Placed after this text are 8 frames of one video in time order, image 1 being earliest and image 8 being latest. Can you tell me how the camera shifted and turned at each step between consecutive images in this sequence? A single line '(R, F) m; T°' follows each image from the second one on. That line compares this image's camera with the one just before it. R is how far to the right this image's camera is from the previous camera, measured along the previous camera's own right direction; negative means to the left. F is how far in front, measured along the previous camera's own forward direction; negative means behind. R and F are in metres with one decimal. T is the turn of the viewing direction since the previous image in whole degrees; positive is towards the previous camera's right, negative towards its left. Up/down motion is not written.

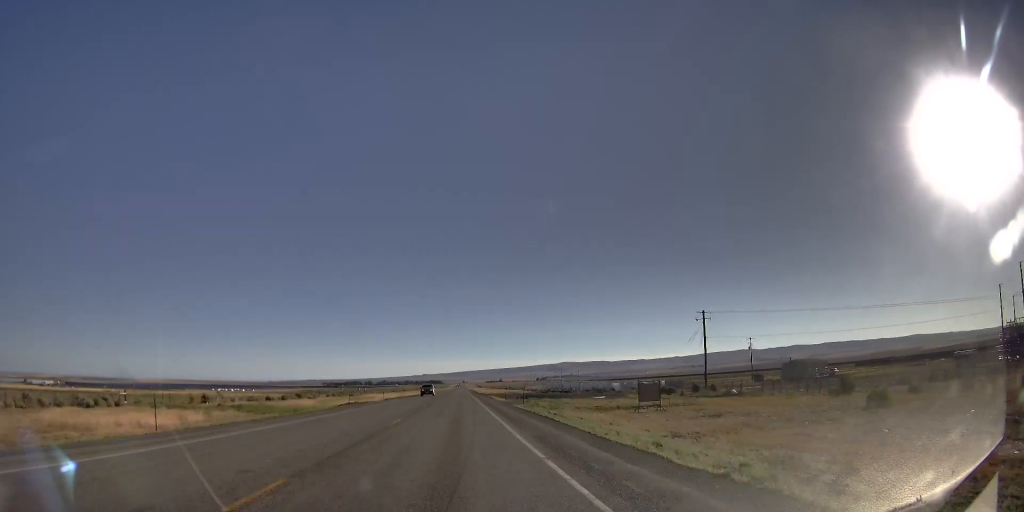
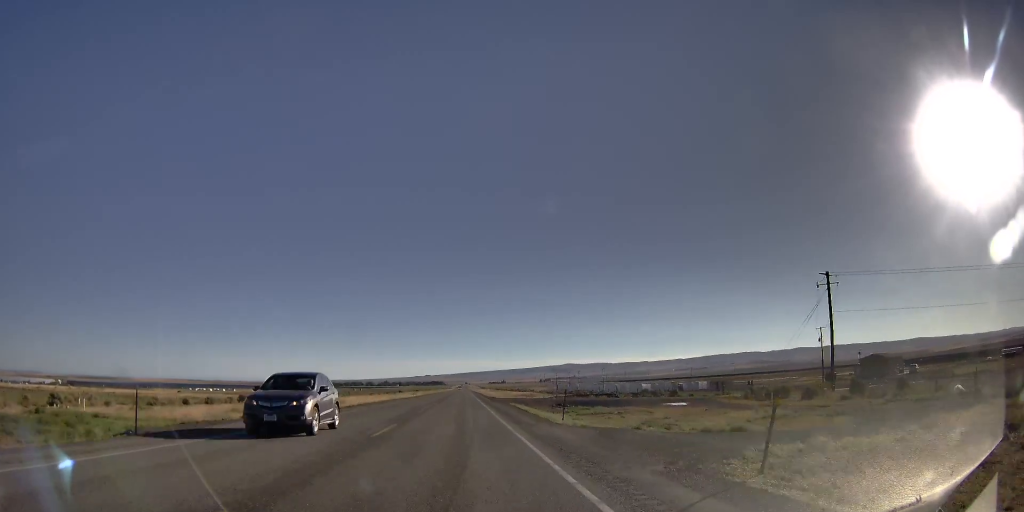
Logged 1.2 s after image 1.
(-0.3, +34.4) m; +1°
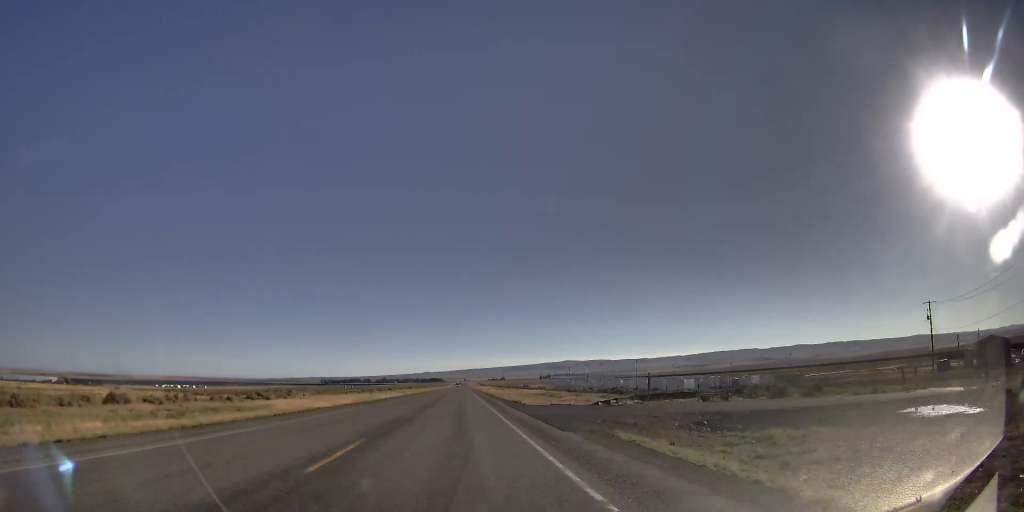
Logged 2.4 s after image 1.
(+0.6, +37.2) m; 0°
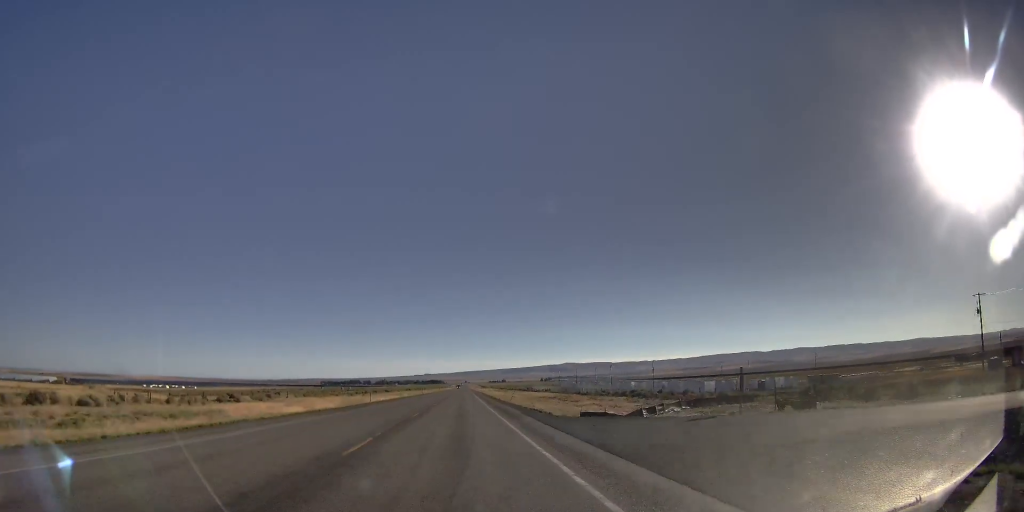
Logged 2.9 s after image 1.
(-0.1, +12.6) m; -1°
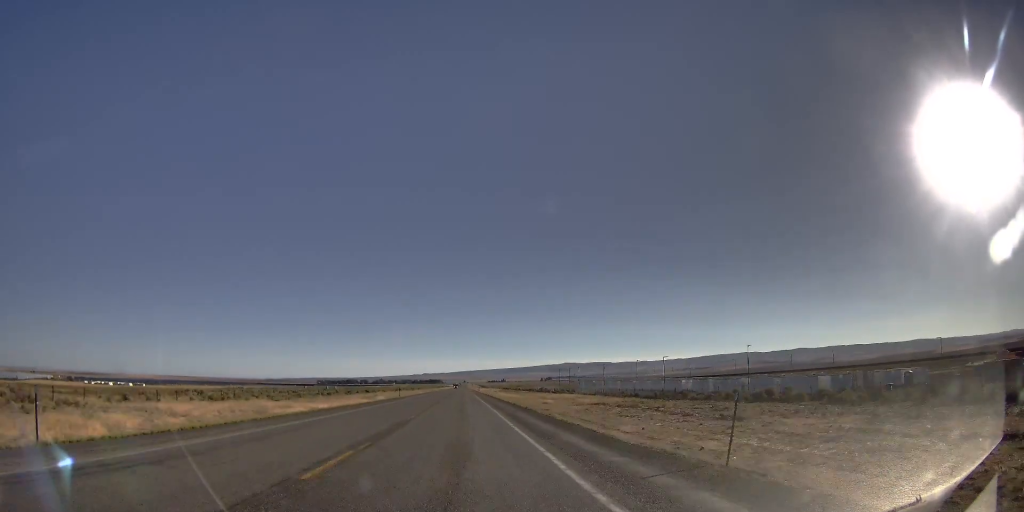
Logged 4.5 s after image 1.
(-0.7, +47.4) m; -1°
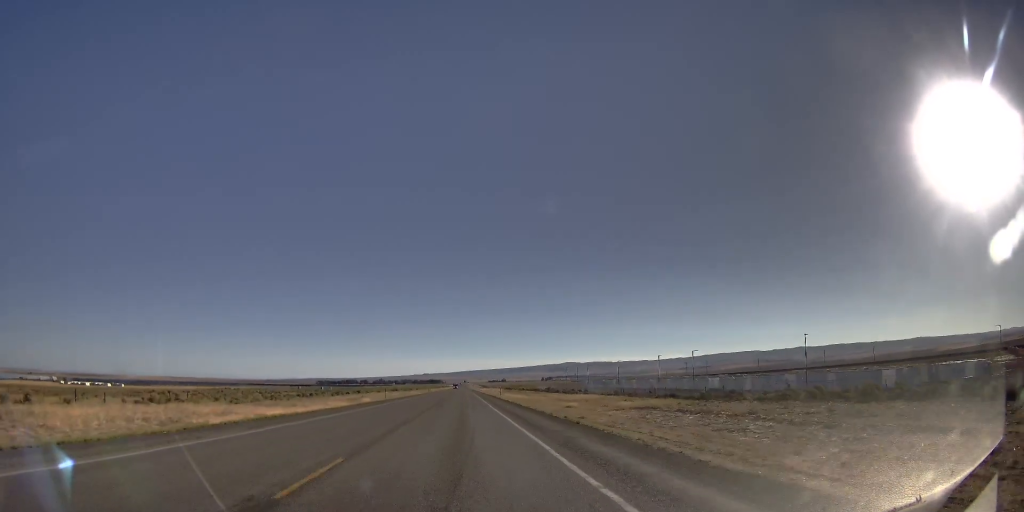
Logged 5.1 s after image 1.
(-0.1, +16.5) m; 0°
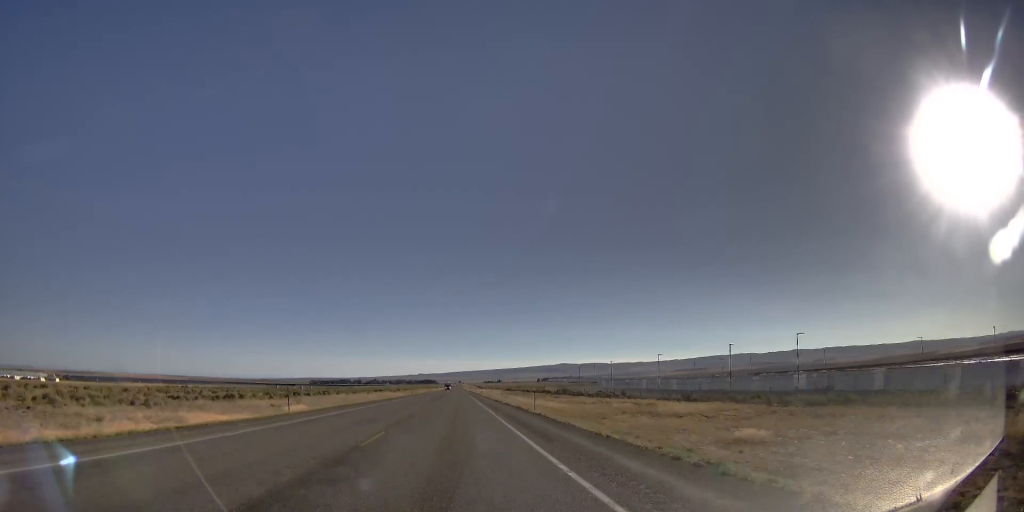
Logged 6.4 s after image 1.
(+0.4, +38.9) m; +1°
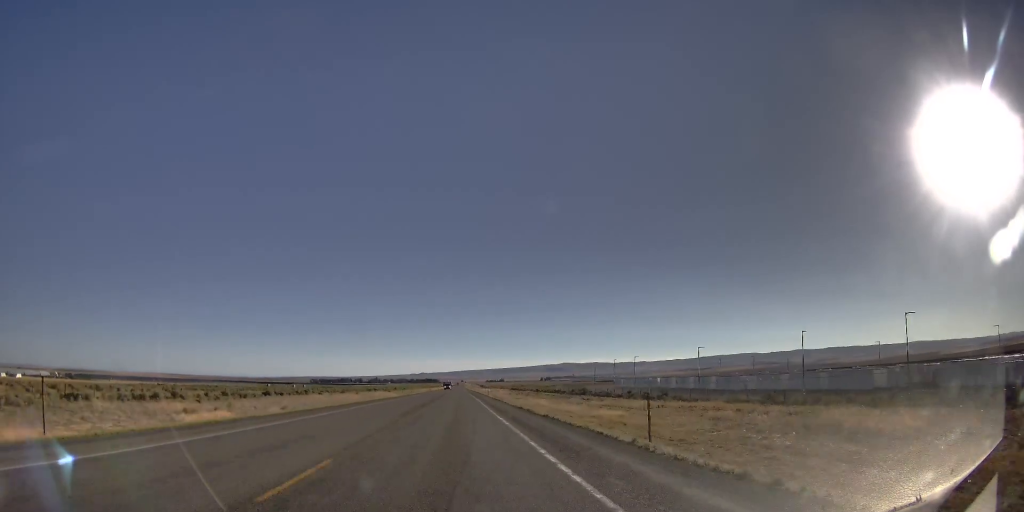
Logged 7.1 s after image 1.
(0.0, +21.6) m; 0°
